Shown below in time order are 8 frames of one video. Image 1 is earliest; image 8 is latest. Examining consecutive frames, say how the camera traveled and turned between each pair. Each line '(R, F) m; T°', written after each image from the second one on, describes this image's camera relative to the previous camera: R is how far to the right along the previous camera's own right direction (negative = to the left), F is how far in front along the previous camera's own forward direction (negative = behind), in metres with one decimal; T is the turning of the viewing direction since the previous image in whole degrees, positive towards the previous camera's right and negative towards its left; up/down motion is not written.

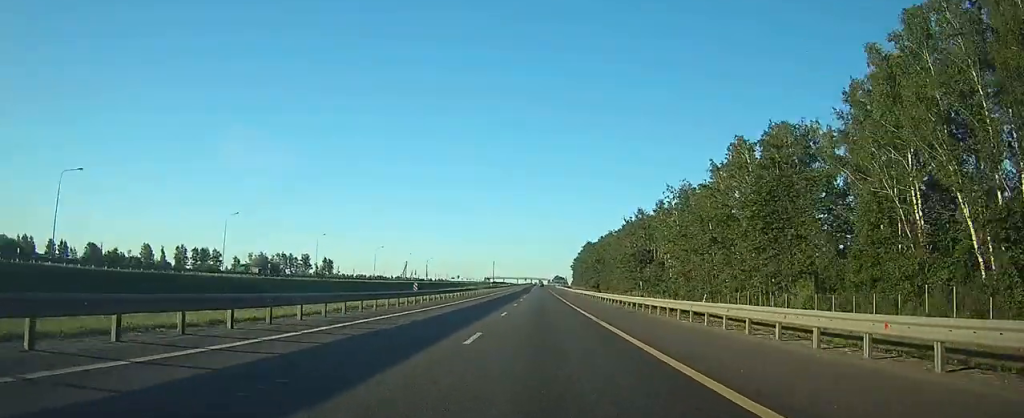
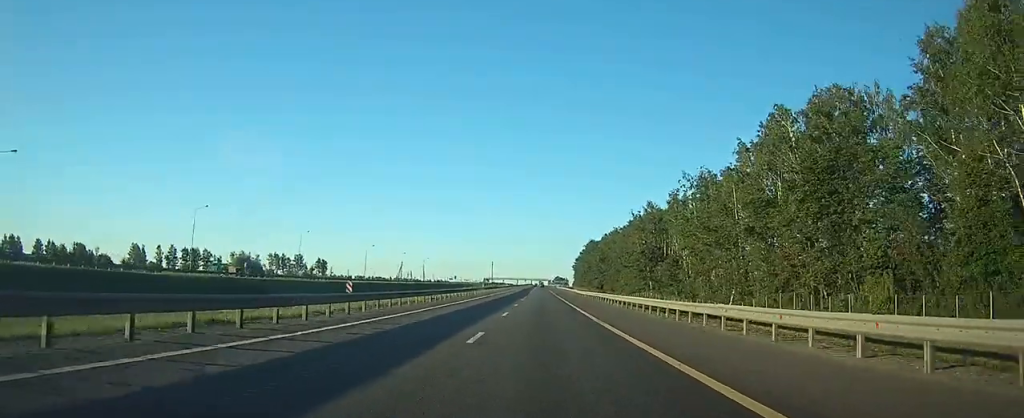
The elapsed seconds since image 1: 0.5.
(0.0, +11.7) m; 0°
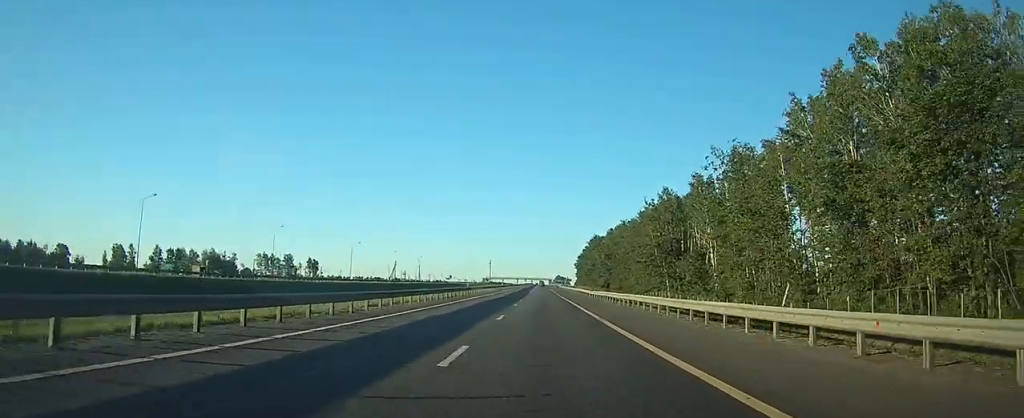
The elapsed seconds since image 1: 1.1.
(0.0, +15.9) m; 0°
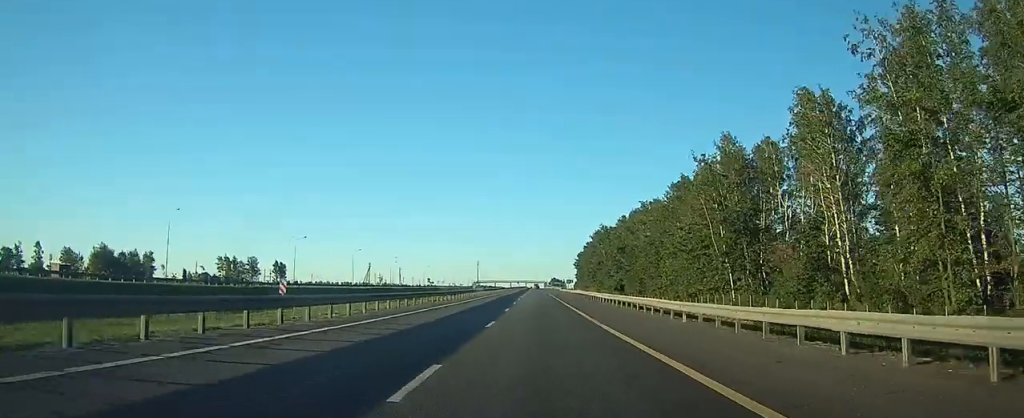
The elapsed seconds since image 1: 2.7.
(0.0, +39.4) m; 0°
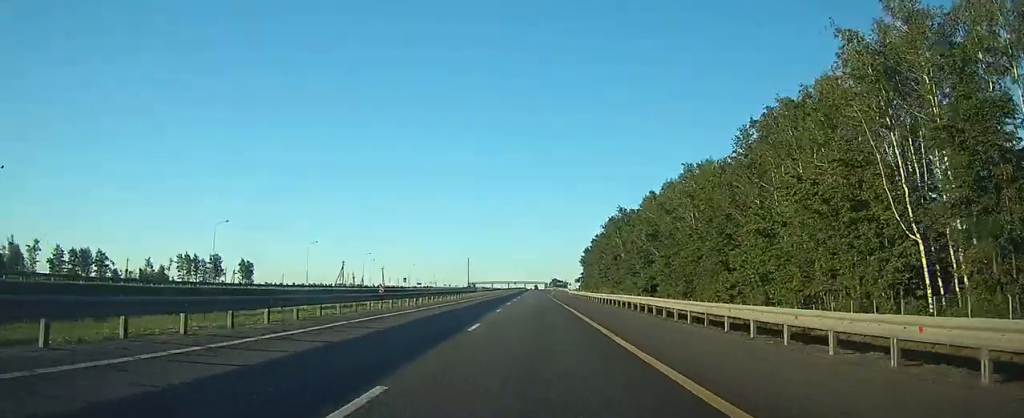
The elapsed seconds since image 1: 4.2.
(+0.2, +37.8) m; +1°
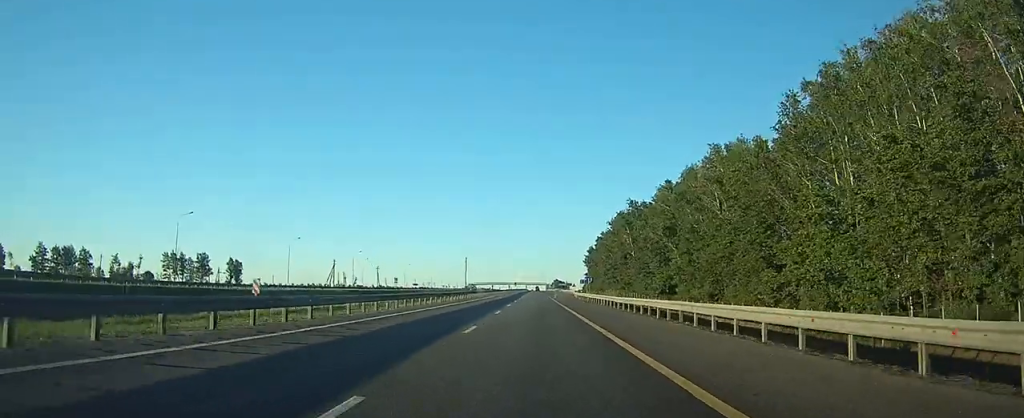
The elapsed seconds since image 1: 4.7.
(0.0, +12.6) m; 0°
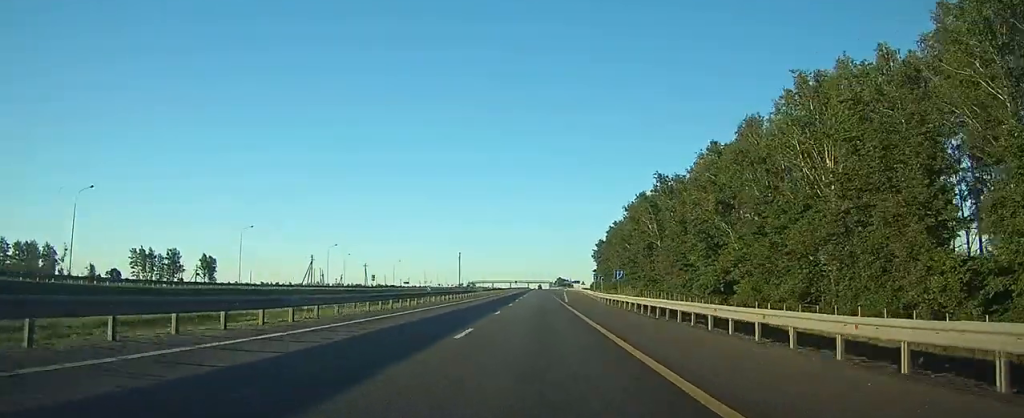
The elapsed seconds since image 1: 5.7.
(0.0, +25.3) m; 0°
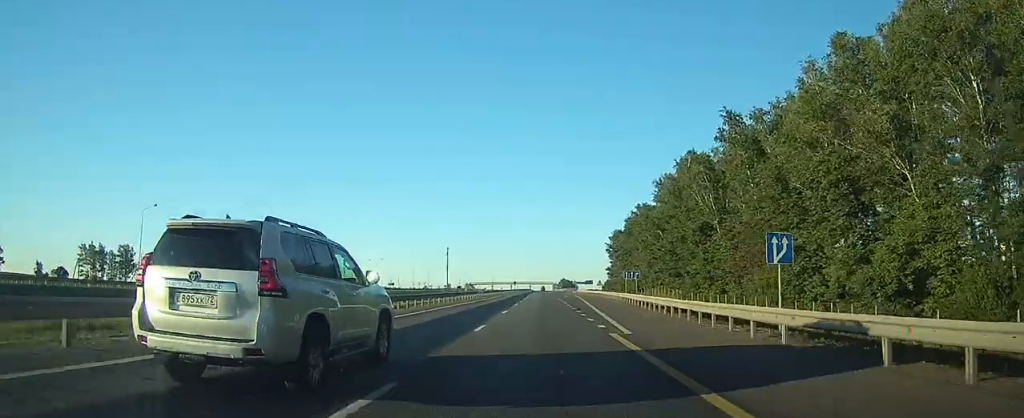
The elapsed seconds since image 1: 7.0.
(-0.1, +33.0) m; 0°
